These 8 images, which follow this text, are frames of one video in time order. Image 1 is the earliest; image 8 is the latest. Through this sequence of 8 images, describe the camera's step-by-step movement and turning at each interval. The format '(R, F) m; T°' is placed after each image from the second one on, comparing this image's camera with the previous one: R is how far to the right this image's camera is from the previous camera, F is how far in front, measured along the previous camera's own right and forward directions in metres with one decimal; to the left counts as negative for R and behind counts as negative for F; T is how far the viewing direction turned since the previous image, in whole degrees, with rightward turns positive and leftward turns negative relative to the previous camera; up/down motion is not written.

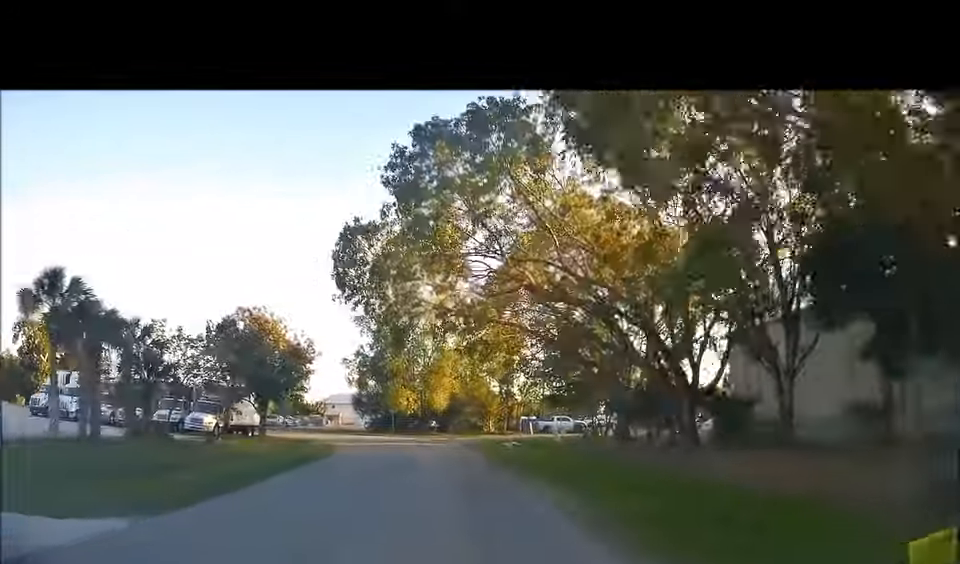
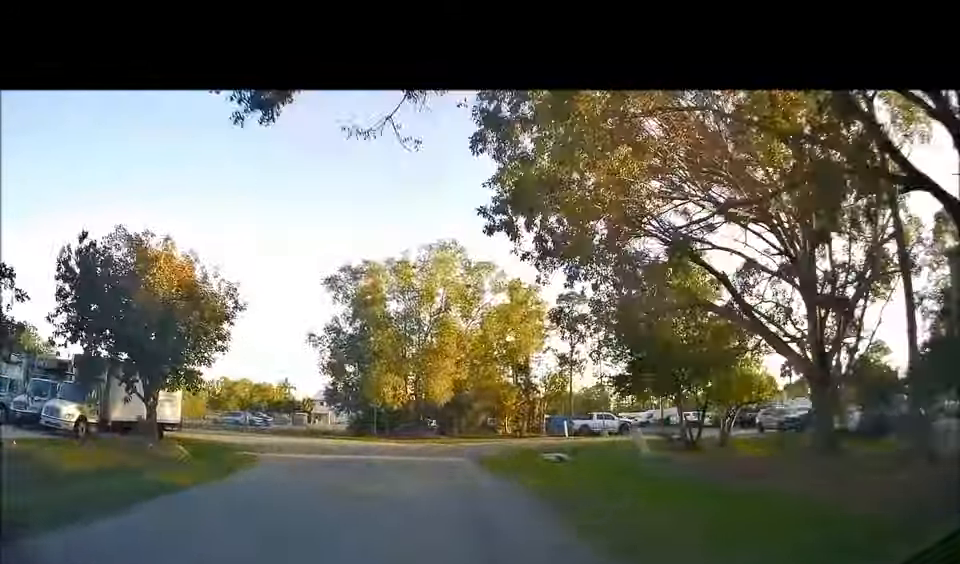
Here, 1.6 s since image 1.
(+0.2, +16.9) m; 0°
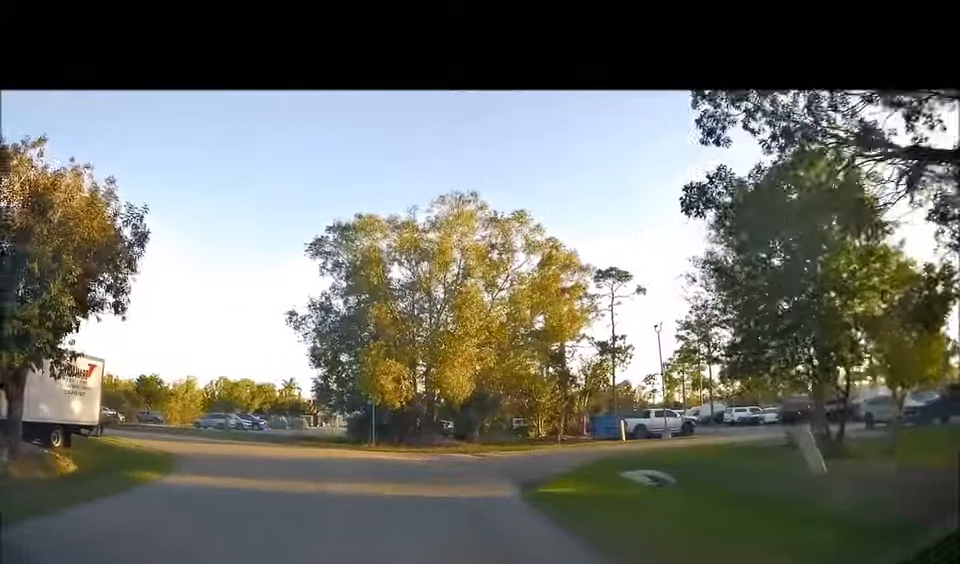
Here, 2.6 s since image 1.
(-0.2, +10.9) m; 0°
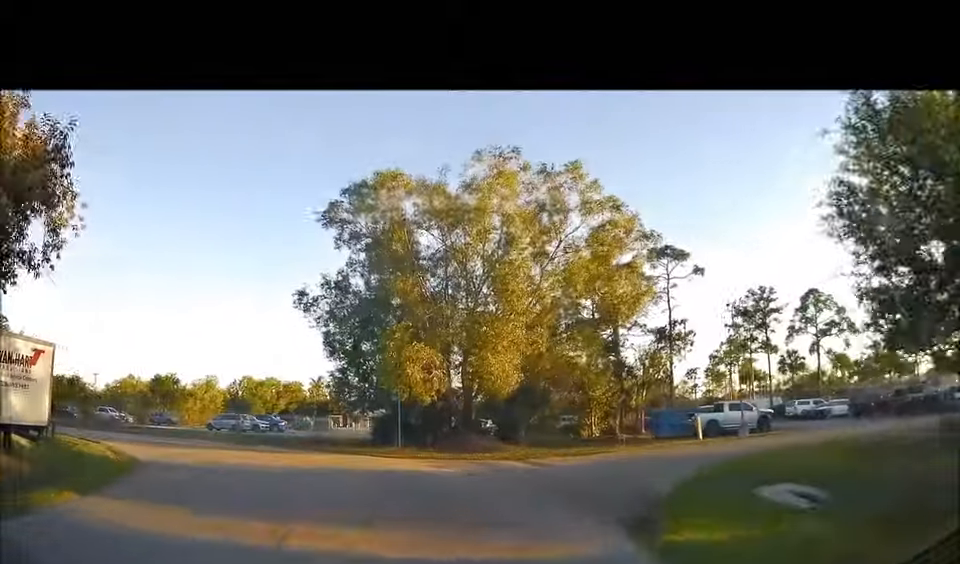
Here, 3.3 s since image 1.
(+0.3, +6.6) m; 0°
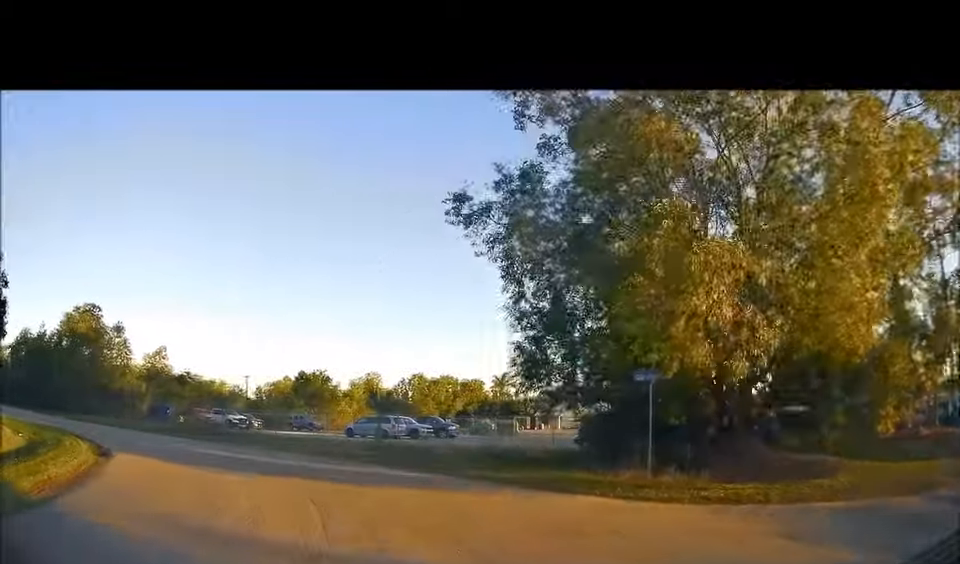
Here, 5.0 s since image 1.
(-1.0, +14.5) m; -13°
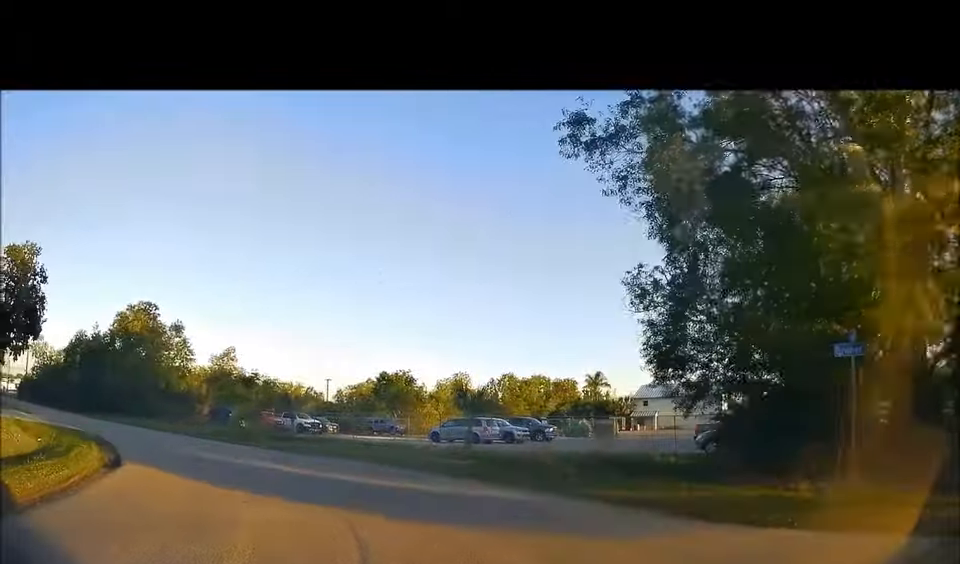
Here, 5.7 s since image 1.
(-0.4, +4.6) m; -10°
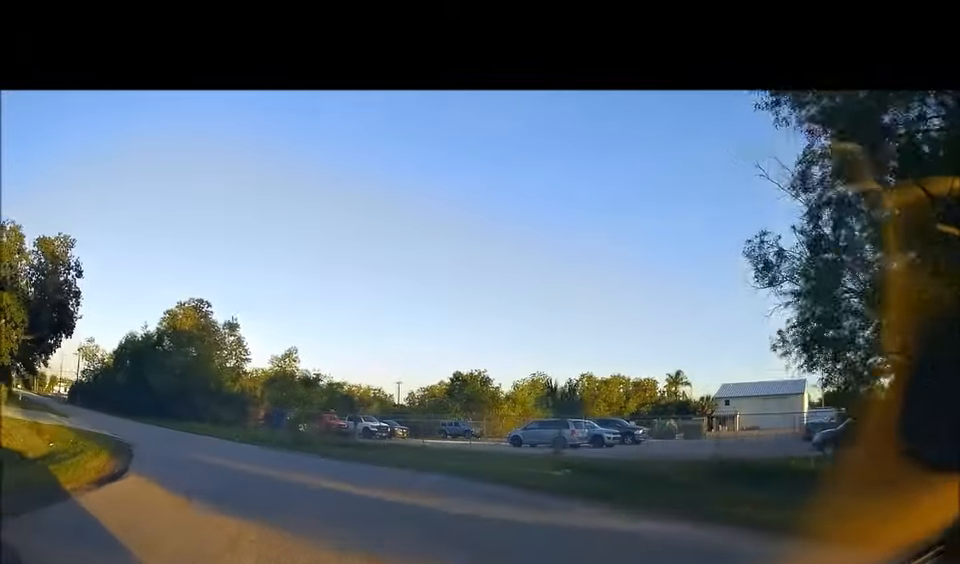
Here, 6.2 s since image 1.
(-0.3, +3.6) m; -9°
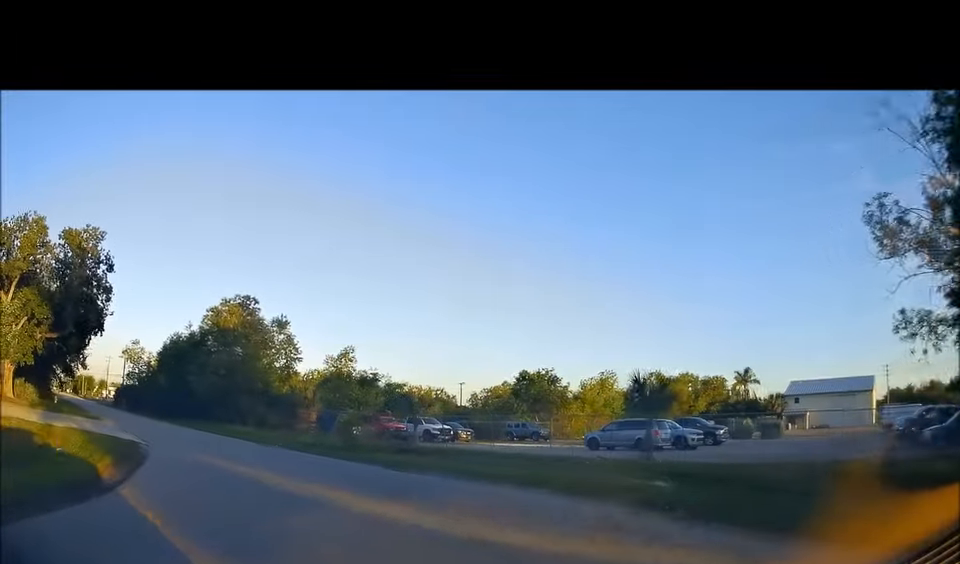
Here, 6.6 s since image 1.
(-0.2, +3.0) m; -7°
